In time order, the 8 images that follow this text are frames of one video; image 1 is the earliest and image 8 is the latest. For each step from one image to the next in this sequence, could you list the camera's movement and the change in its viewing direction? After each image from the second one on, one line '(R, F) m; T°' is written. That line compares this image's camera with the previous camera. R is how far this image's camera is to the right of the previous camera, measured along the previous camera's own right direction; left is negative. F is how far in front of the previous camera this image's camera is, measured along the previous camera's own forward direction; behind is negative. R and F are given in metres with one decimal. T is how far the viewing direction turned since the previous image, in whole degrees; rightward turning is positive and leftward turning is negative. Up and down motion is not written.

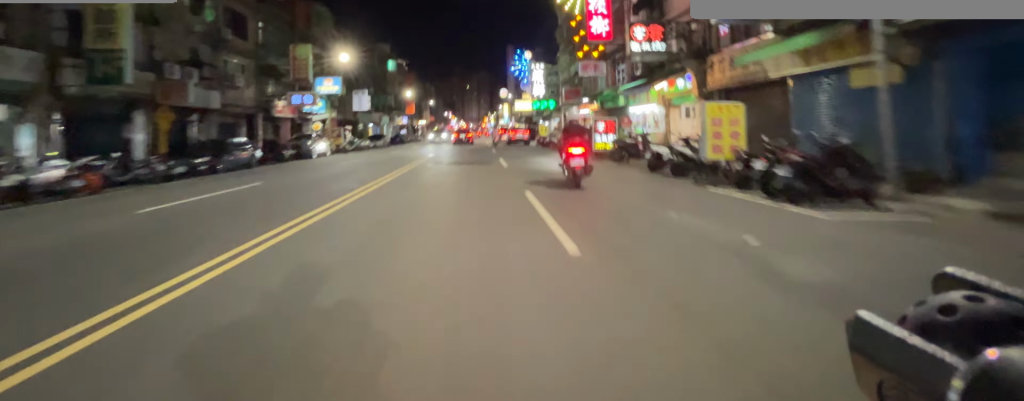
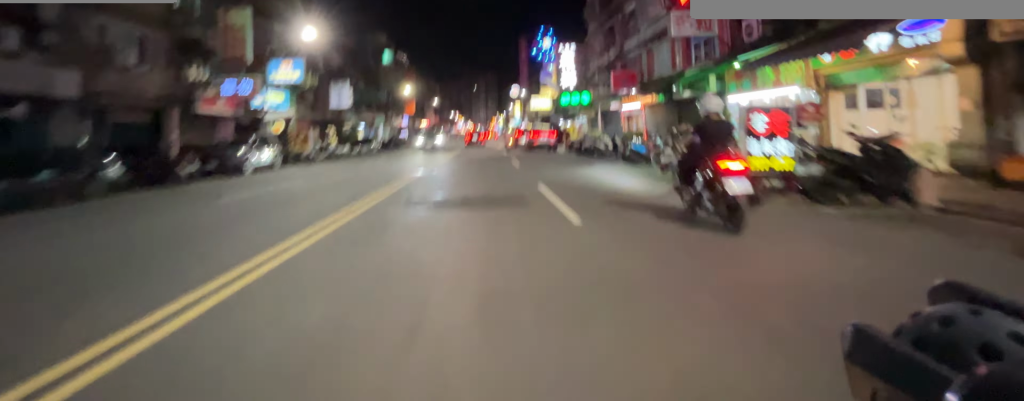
(0.0, +7.7) m; +2°
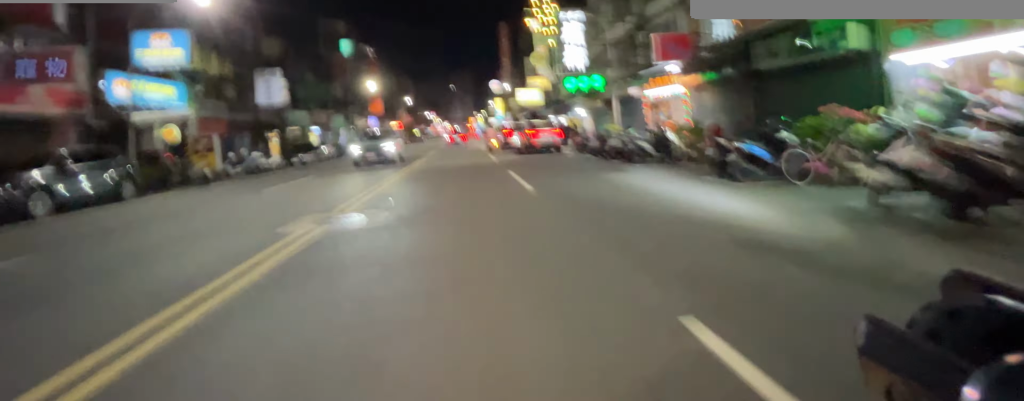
(+0.2, +6.2) m; +2°
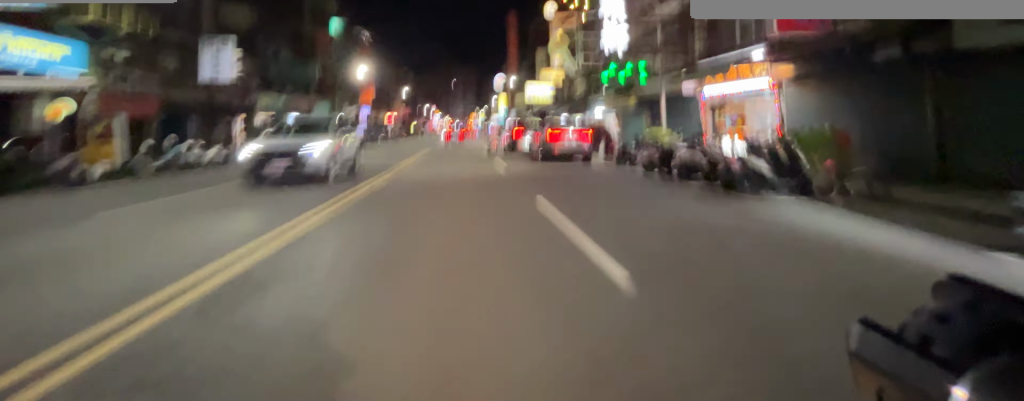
(+0.1, +4.4) m; +1°
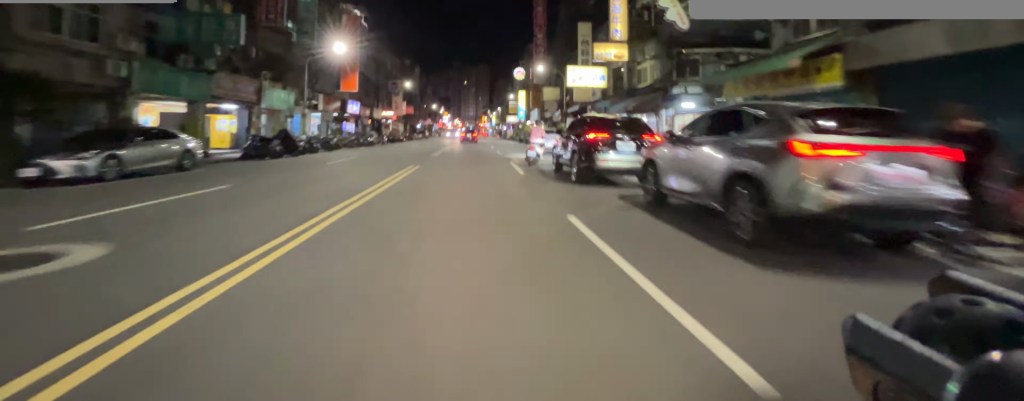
(0.0, +10.2) m; 0°
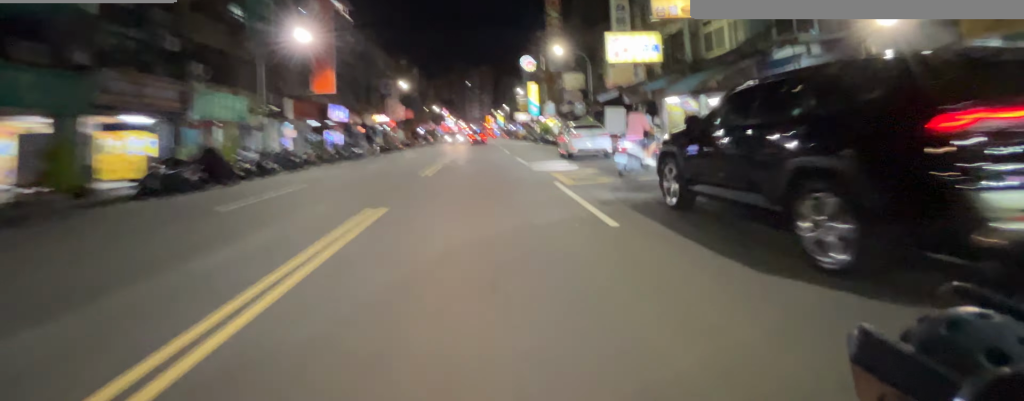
(0.0, +7.1) m; 0°
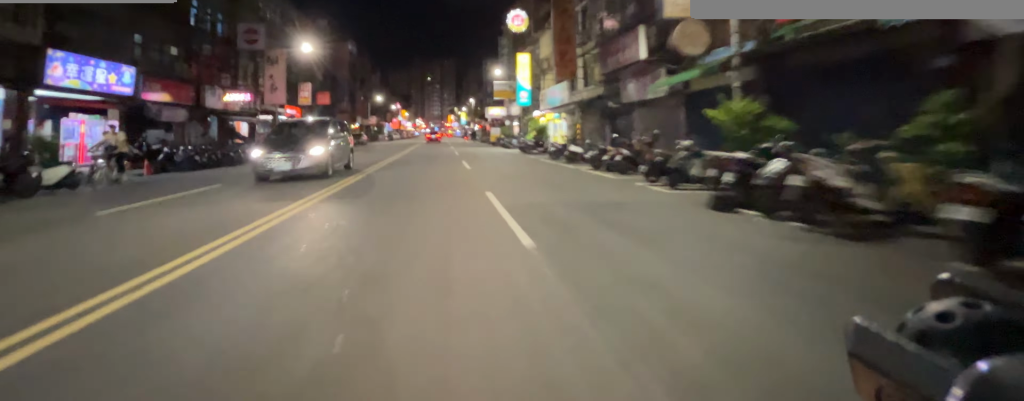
(+0.1, +22.5) m; 0°
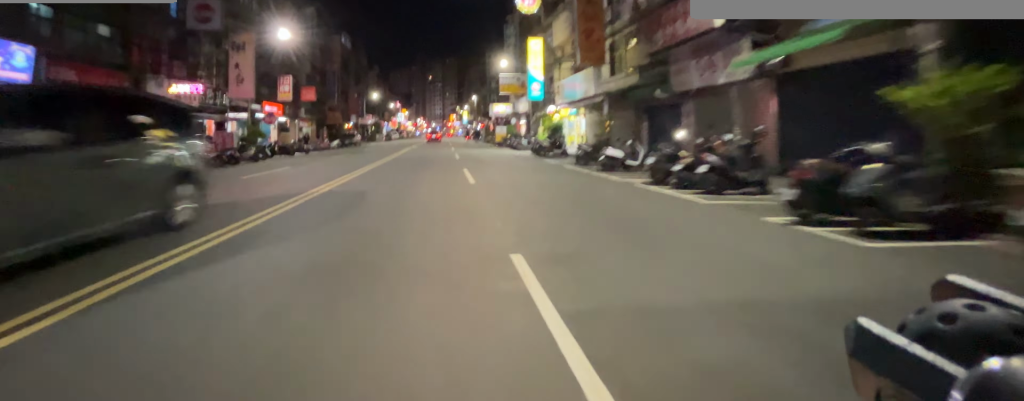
(0.0, +4.6) m; 0°
